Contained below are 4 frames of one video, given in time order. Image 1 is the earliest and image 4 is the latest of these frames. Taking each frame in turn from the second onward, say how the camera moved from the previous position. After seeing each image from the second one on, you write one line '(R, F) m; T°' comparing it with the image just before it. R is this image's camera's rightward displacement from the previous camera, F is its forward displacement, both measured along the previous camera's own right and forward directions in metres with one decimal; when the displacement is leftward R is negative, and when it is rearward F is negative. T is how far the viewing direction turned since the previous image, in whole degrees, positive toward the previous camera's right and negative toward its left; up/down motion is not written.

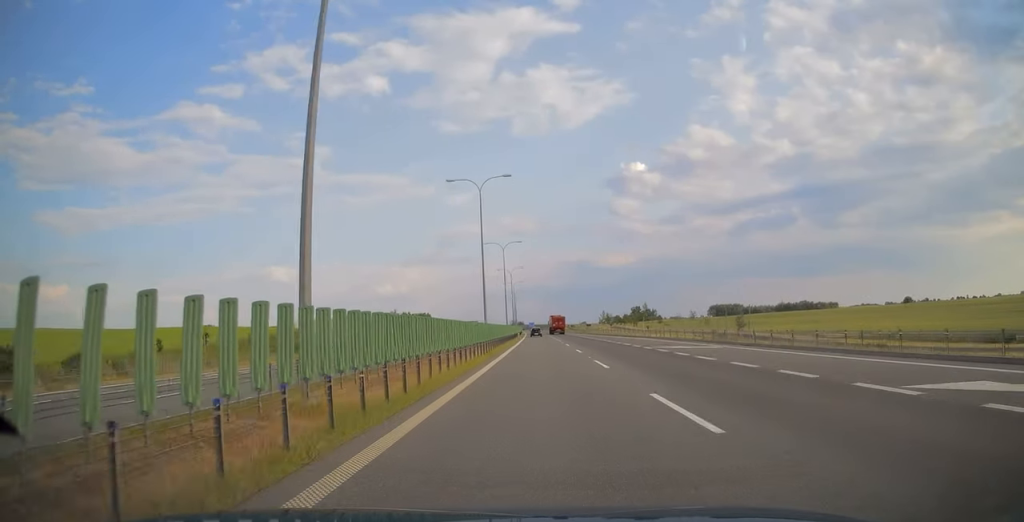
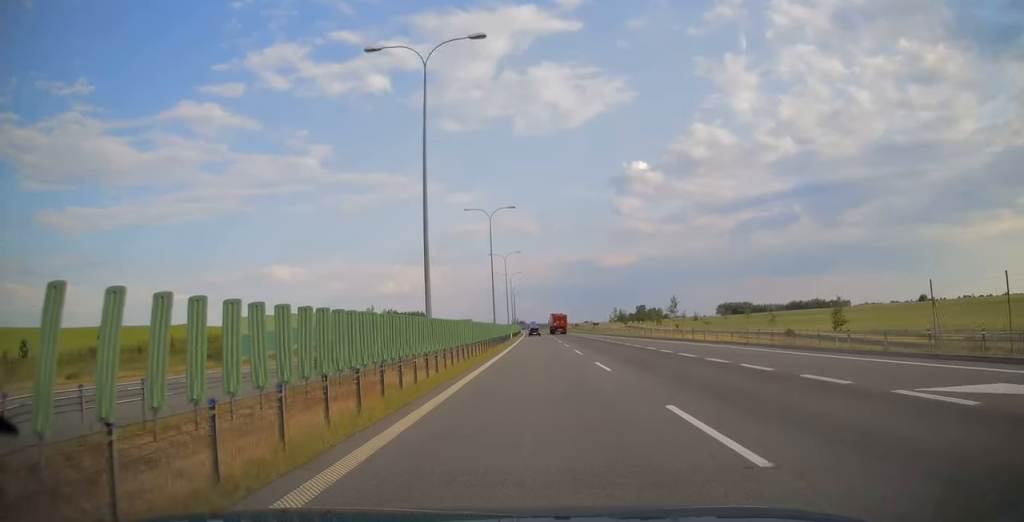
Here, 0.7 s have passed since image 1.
(-0.1, +25.5) m; 0°
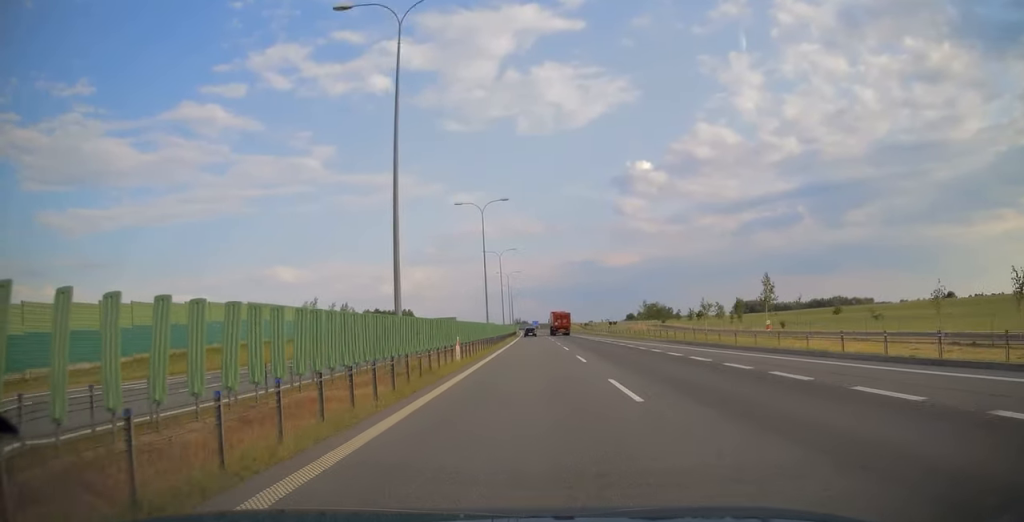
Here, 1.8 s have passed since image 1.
(0.0, +43.3) m; 0°
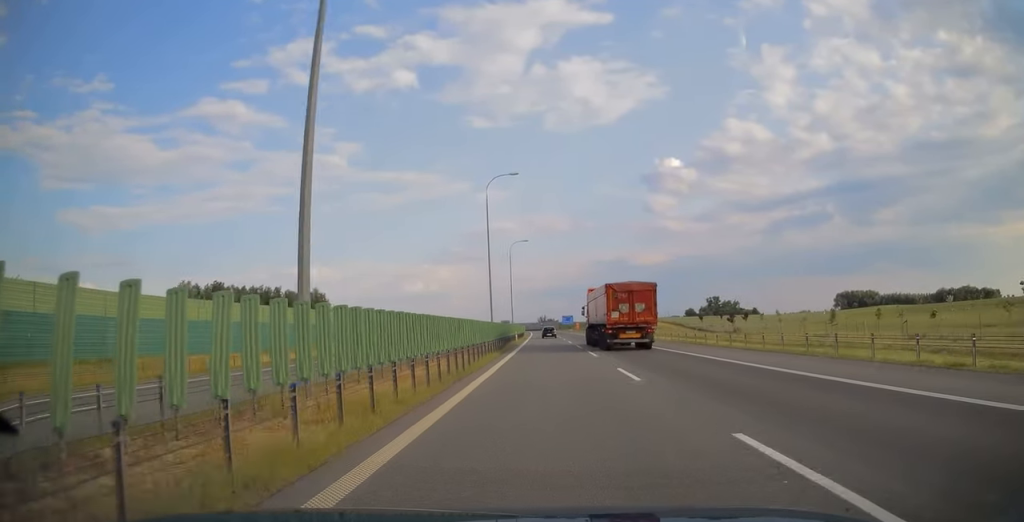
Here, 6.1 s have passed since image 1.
(-3.9, +166.4) m; -3°
